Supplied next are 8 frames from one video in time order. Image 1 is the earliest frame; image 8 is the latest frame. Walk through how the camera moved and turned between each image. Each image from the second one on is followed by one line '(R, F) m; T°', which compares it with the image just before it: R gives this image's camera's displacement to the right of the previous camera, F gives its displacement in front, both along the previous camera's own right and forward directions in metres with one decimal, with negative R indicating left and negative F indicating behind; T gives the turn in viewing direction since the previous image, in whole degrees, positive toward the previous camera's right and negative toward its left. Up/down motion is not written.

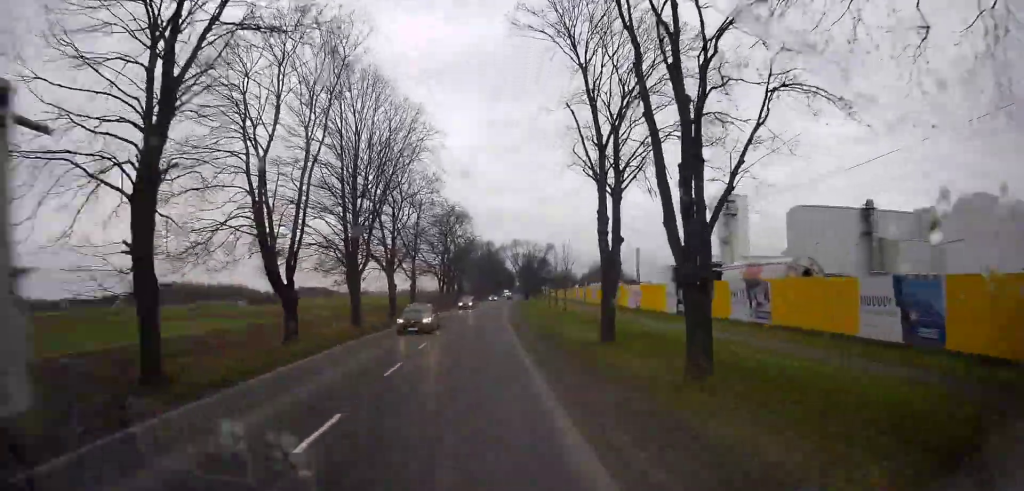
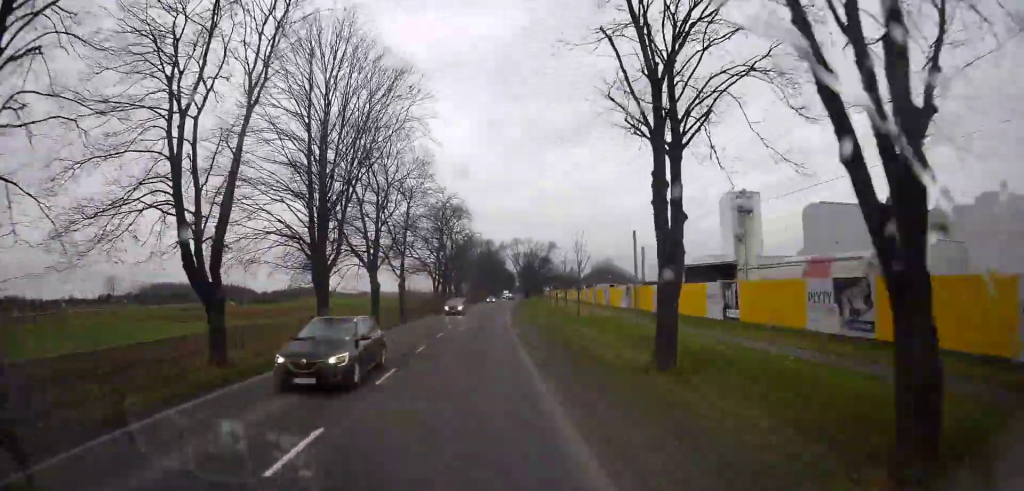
(+0.1, +7.3) m; 0°
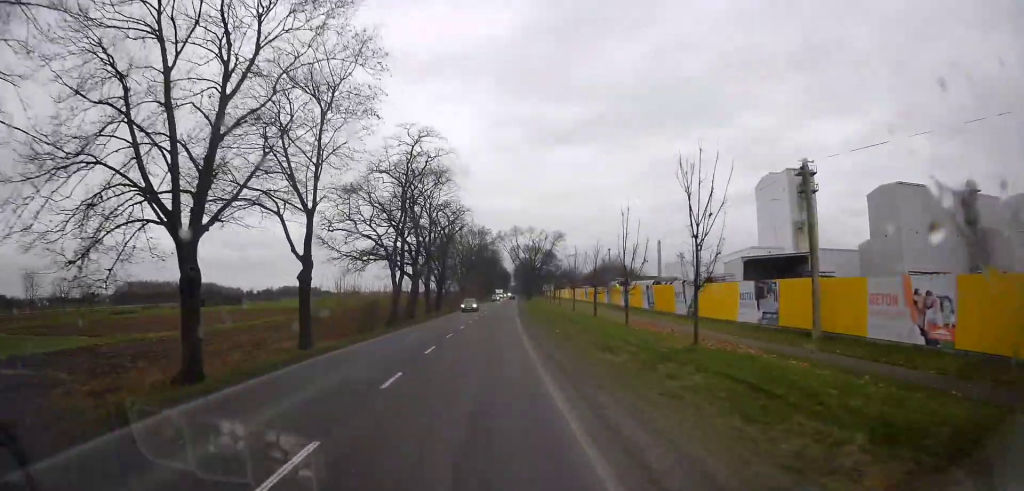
(+0.1, +23.9) m; -3°
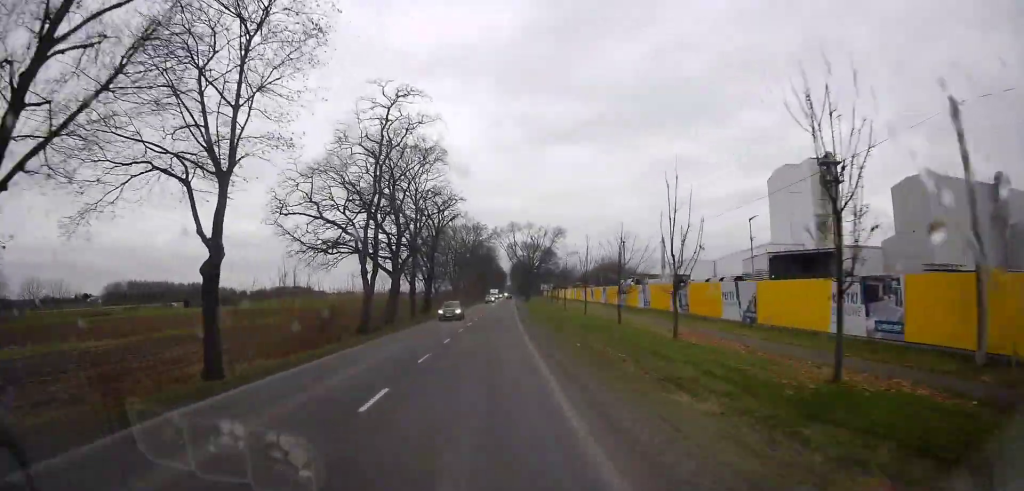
(-0.3, +7.8) m; -2°
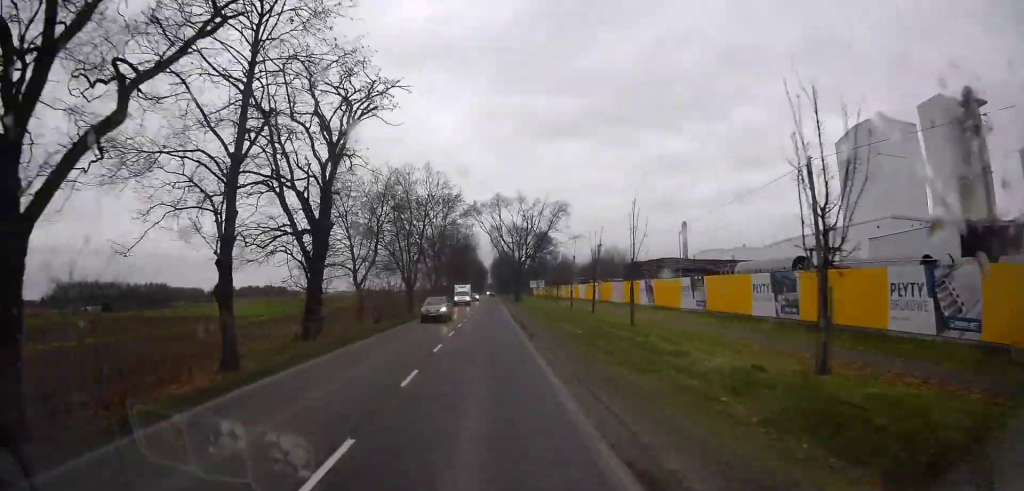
(-0.8, +31.9) m; 0°
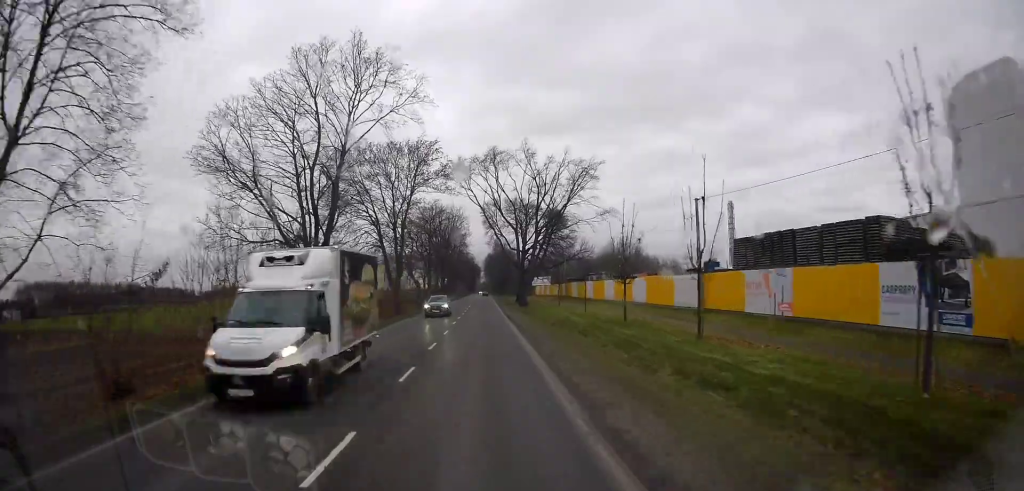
(+0.6, +28.5) m; +1°
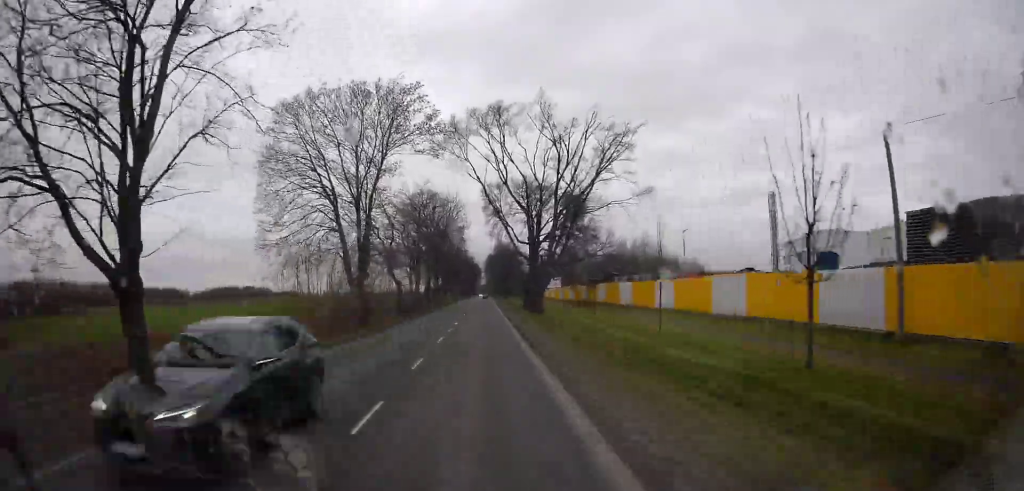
(0.0, +16.0) m; 0°
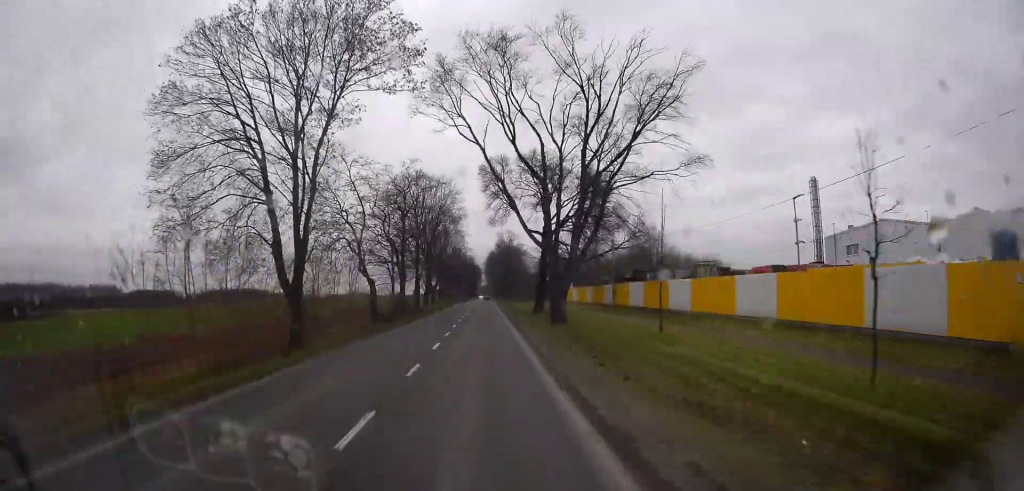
(0.0, +12.8) m; 0°
